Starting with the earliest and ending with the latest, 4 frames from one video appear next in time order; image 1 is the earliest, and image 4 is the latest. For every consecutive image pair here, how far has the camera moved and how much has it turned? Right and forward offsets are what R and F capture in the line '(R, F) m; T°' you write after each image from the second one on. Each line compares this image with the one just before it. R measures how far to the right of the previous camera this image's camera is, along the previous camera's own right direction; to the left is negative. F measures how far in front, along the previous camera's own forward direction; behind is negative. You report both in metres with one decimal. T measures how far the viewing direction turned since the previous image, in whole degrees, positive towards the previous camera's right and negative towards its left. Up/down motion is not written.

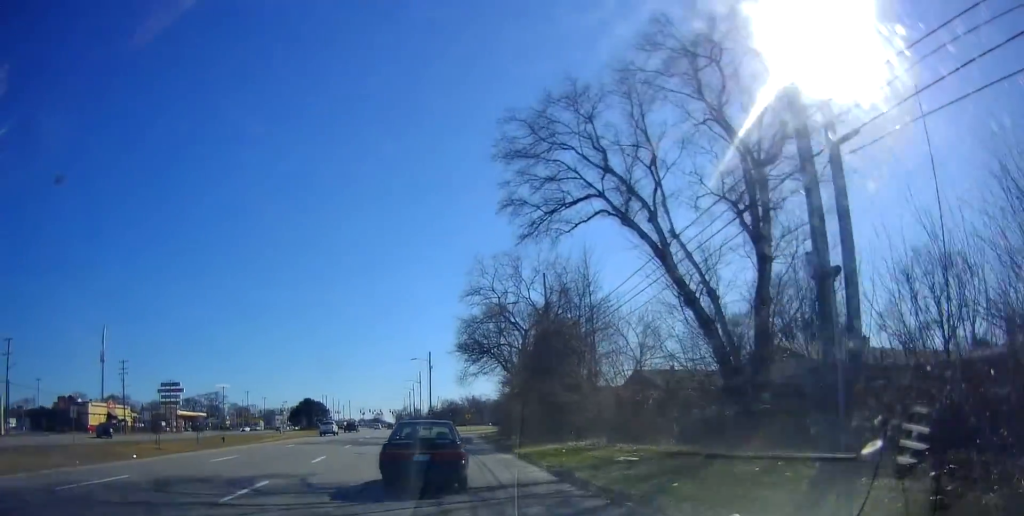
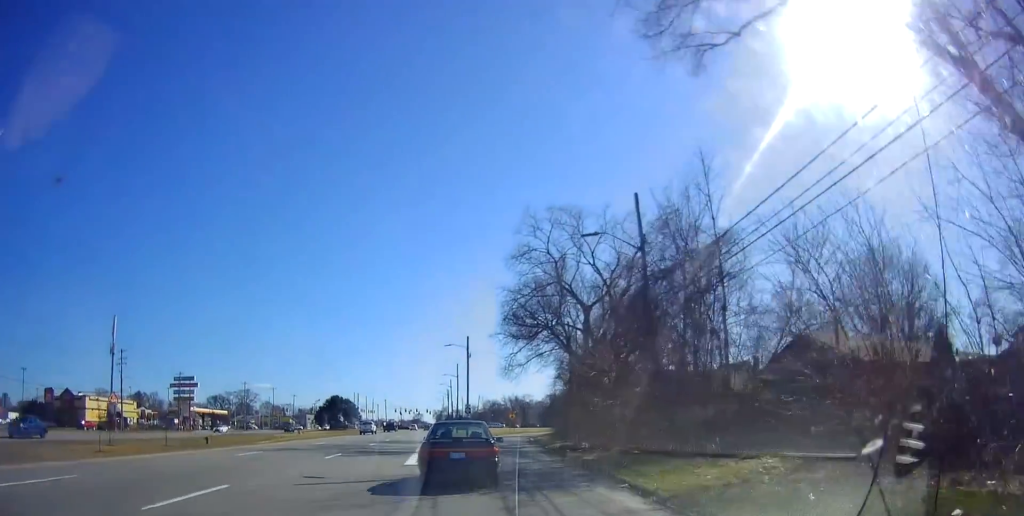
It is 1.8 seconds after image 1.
(0.0, +13.7) m; -3°
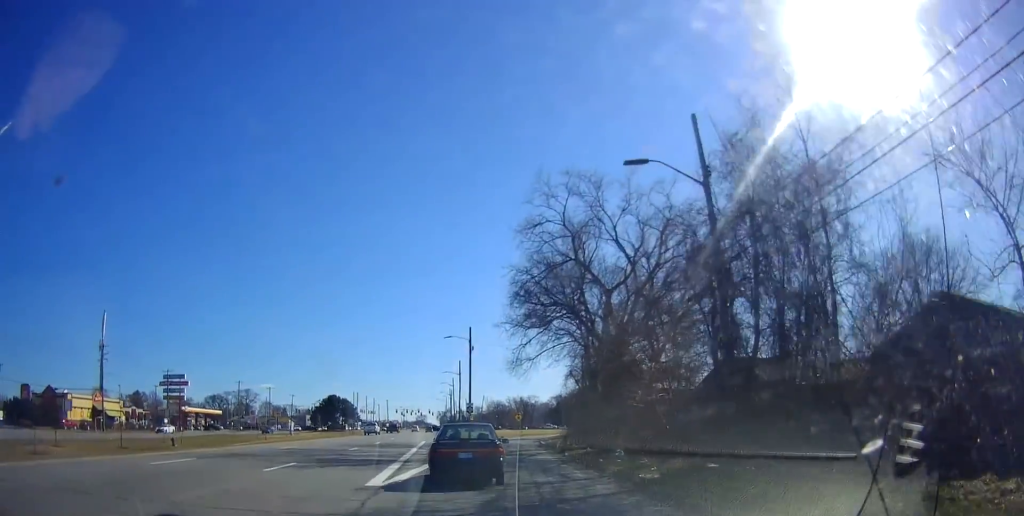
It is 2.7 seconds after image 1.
(-0.7, +8.1) m; -2°
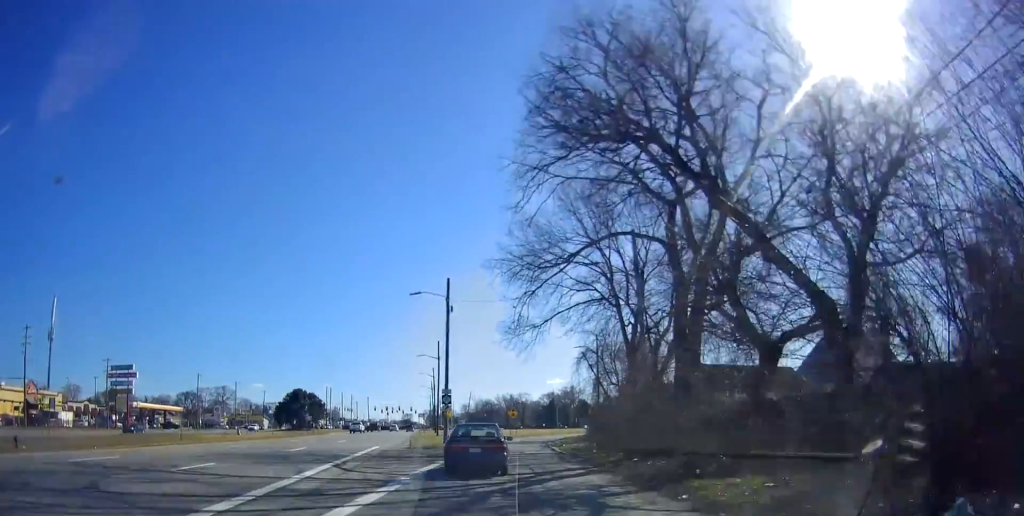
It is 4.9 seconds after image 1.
(+0.8, +21.7) m; +6°
